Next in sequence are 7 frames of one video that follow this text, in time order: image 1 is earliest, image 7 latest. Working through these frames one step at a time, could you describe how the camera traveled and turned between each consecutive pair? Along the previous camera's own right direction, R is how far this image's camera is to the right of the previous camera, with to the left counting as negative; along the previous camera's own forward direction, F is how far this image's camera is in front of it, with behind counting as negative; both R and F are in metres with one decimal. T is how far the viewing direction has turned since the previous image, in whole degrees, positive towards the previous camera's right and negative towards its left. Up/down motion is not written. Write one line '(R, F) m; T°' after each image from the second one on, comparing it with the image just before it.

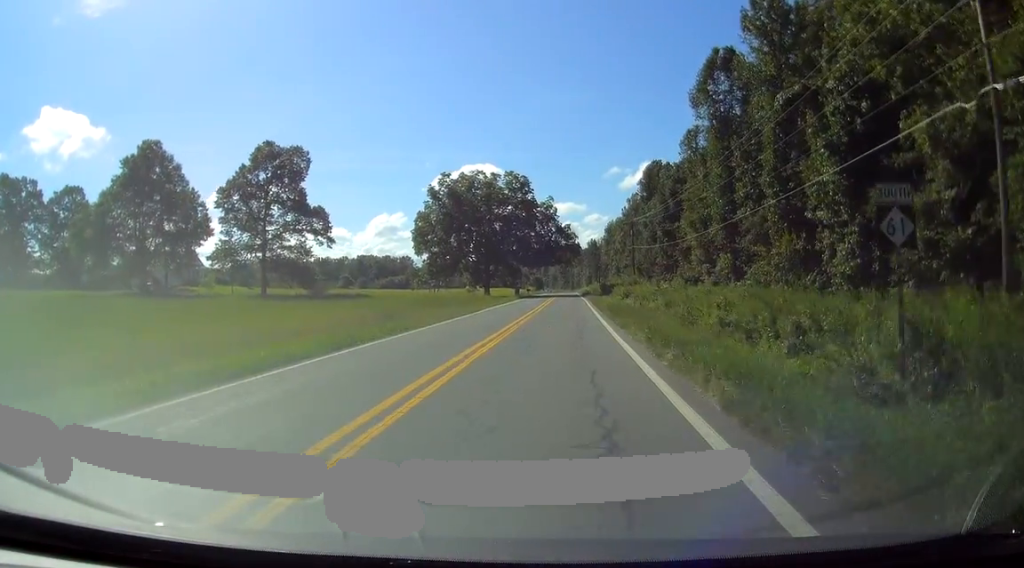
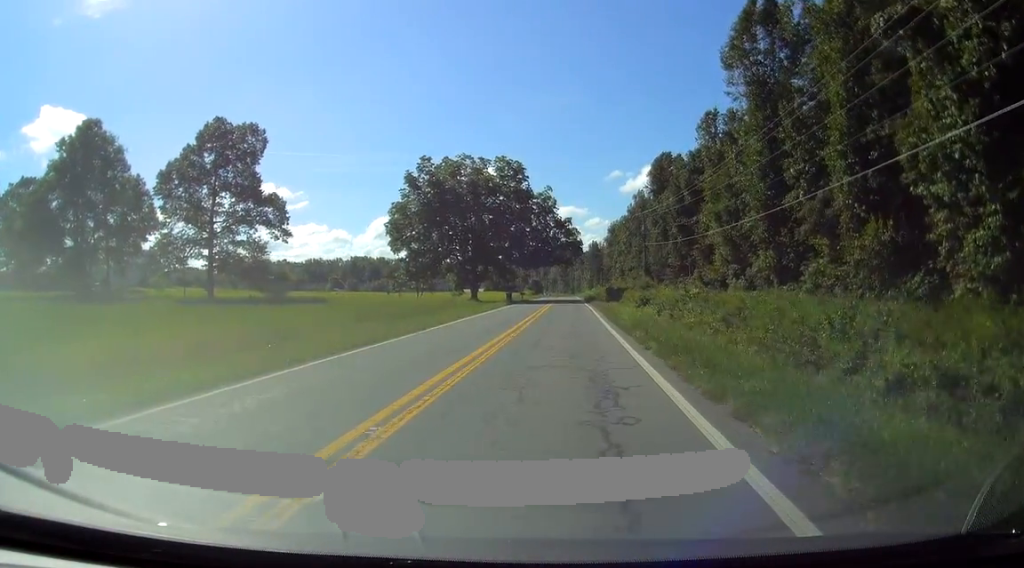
(+0.3, +14.3) m; +1°
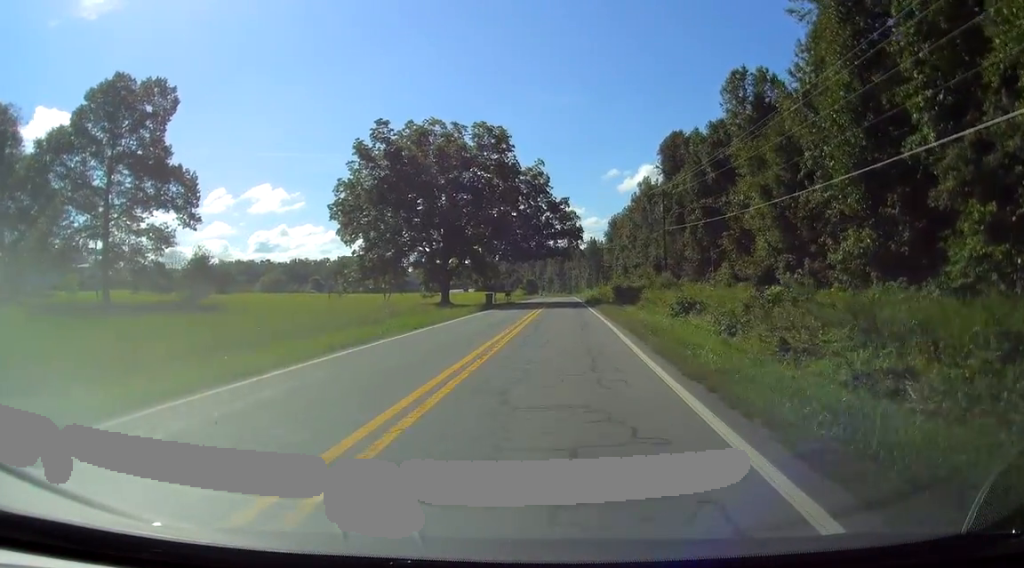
(+0.3, +18.8) m; +1°
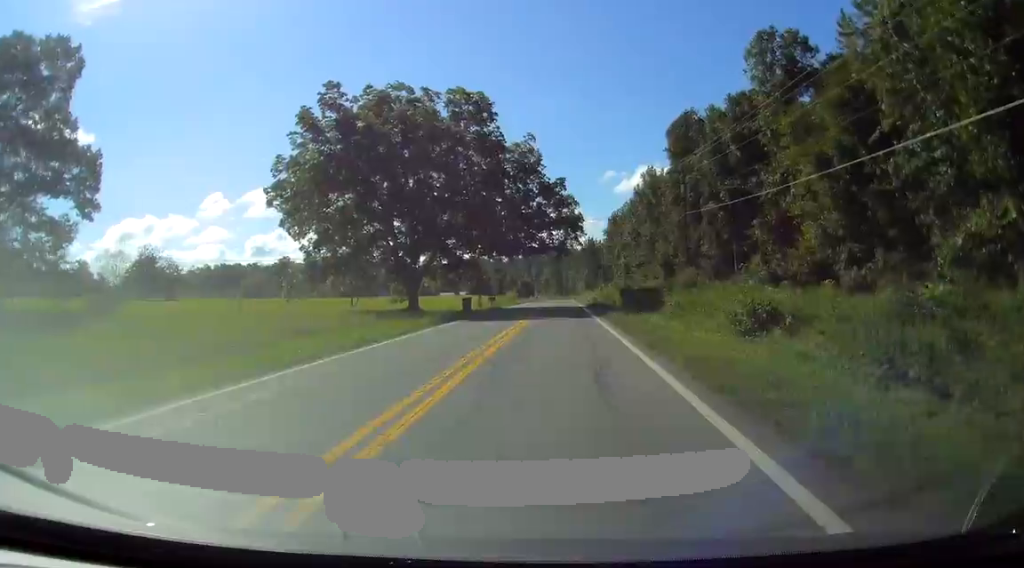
(-0.3, +13.4) m; 0°
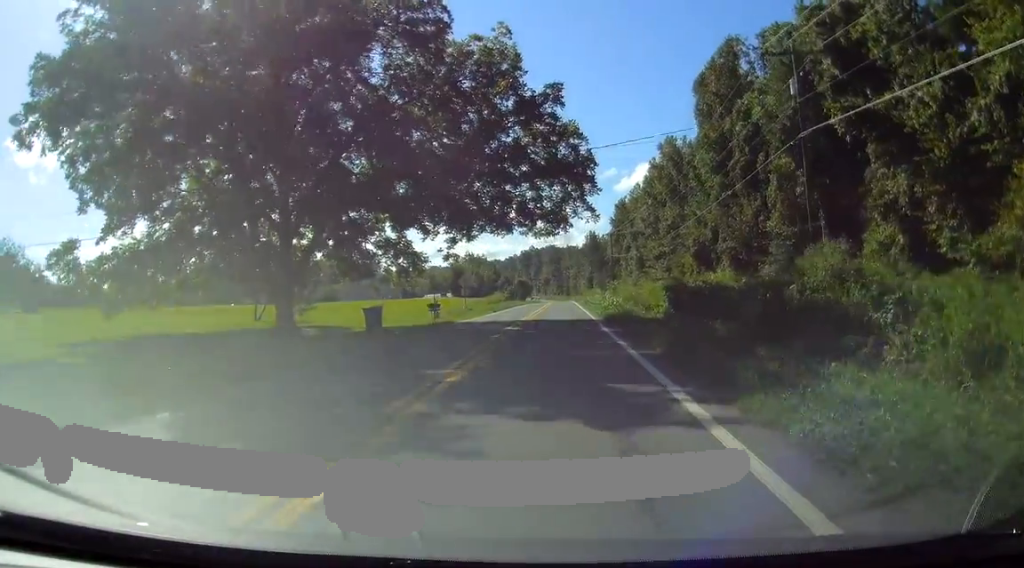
(+0.6, +26.1) m; +1°
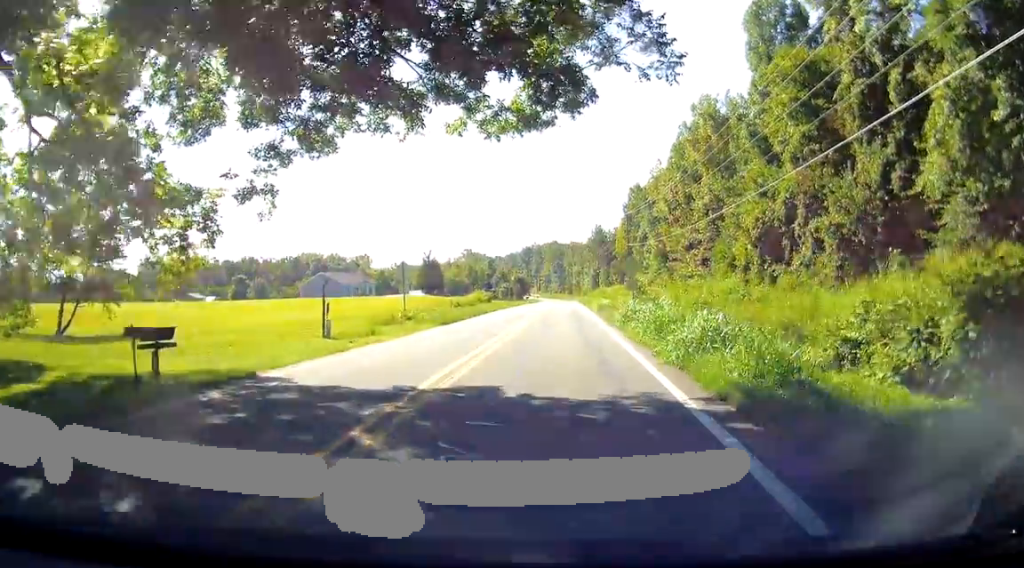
(-0.1, +23.7) m; 0°
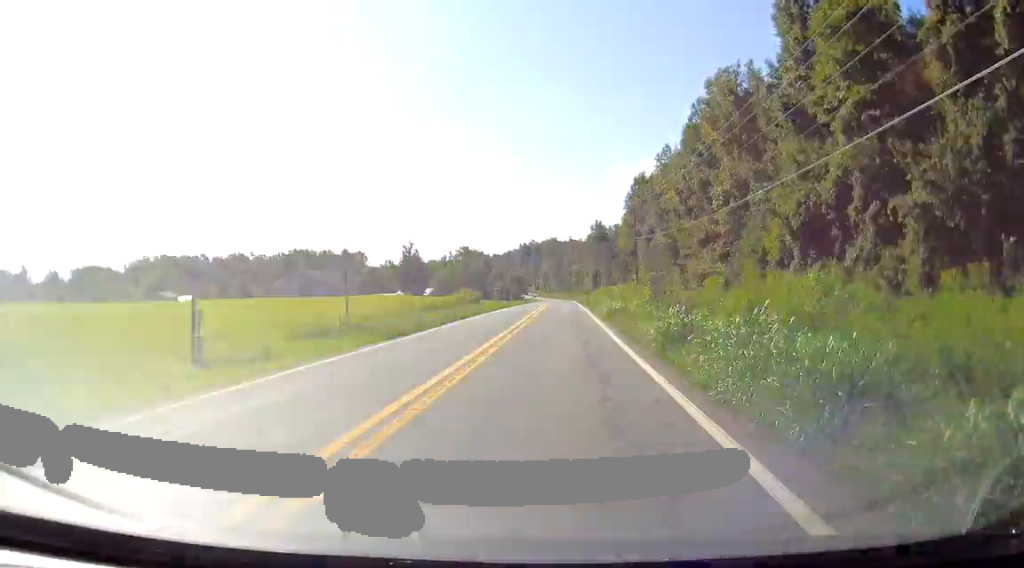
(0.0, +9.8) m; 0°
